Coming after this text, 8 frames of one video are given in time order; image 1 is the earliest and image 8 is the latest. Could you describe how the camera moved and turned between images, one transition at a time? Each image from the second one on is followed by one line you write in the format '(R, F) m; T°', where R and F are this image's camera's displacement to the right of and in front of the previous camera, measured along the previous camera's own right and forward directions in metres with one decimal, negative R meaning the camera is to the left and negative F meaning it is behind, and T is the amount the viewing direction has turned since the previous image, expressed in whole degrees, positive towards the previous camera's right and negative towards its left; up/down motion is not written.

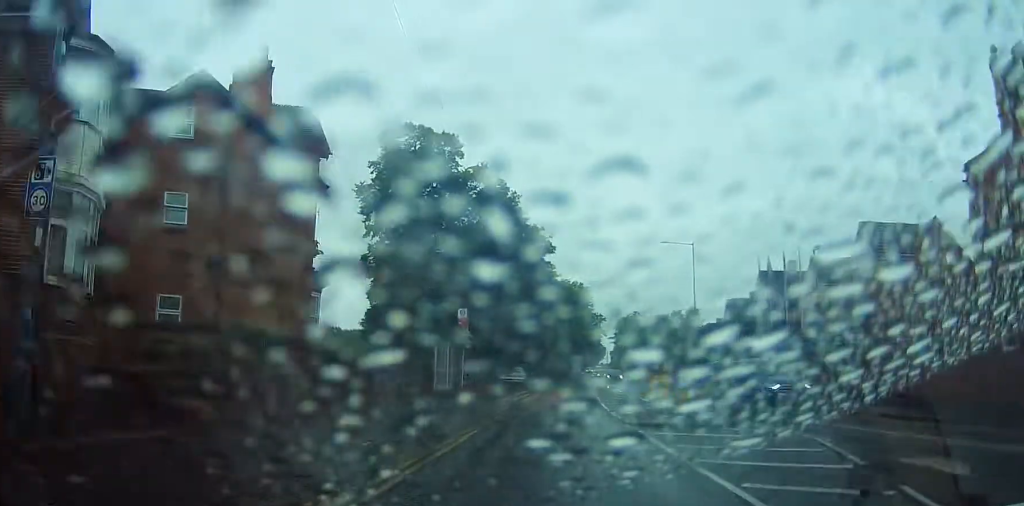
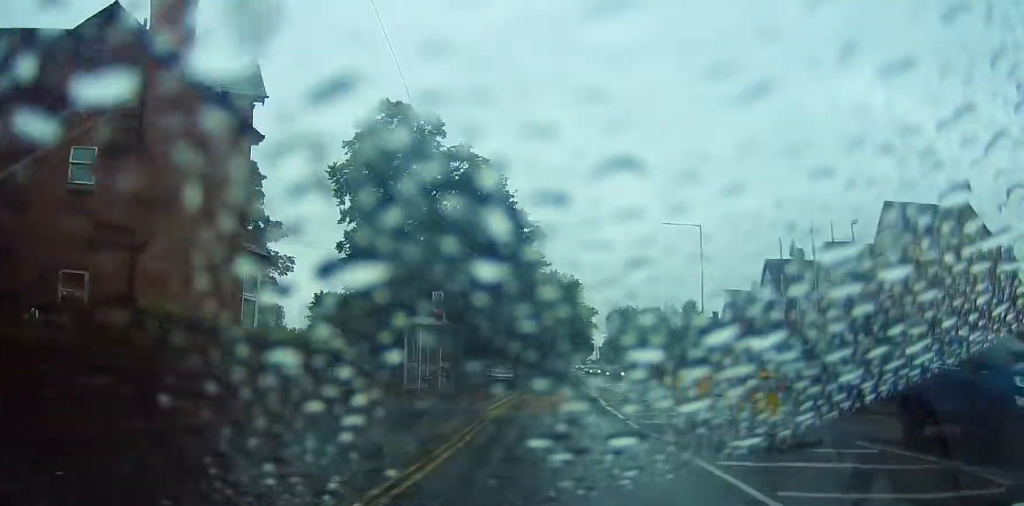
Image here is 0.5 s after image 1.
(+0.2, +5.1) m; +1°
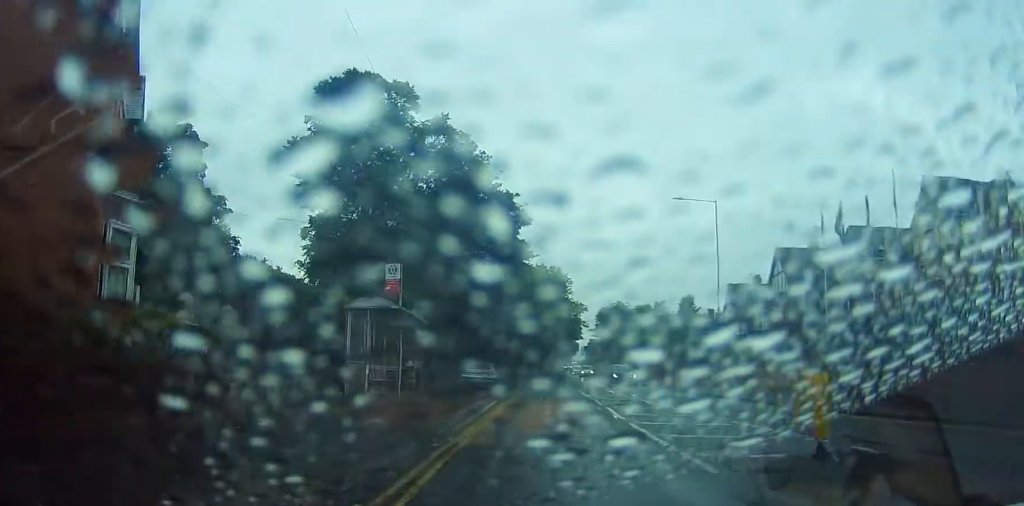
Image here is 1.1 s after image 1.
(+0.1, +6.6) m; +1°
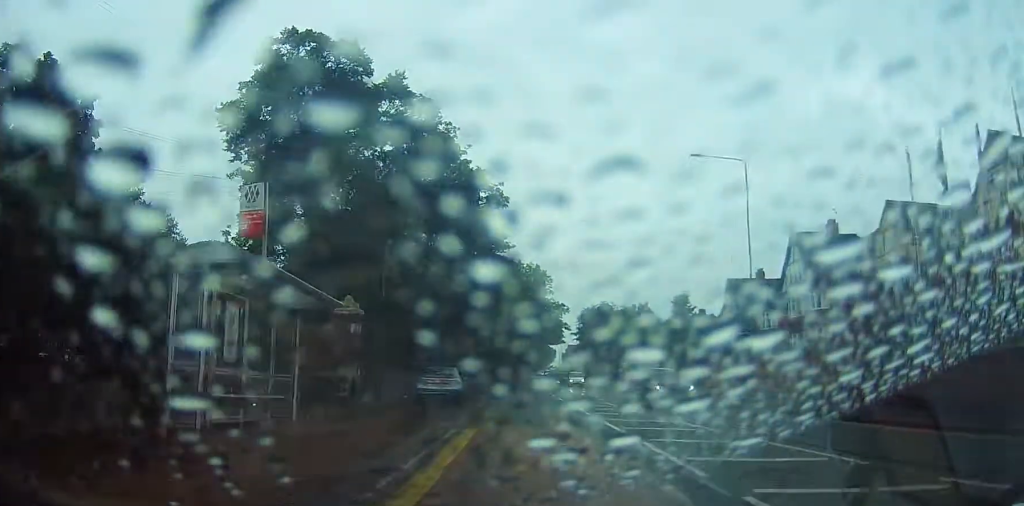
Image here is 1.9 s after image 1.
(-0.2, +8.7) m; +1°
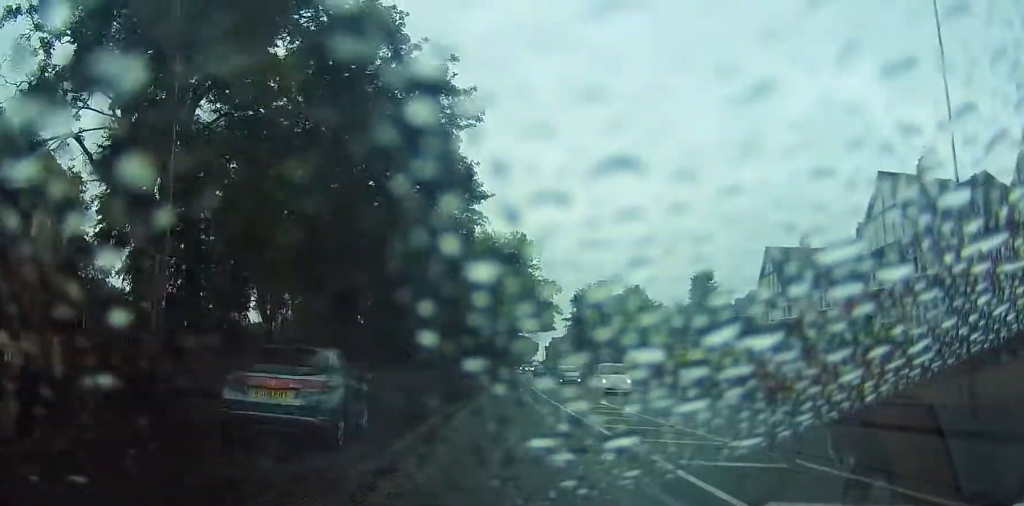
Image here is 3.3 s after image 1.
(+0.6, +15.7) m; +2°
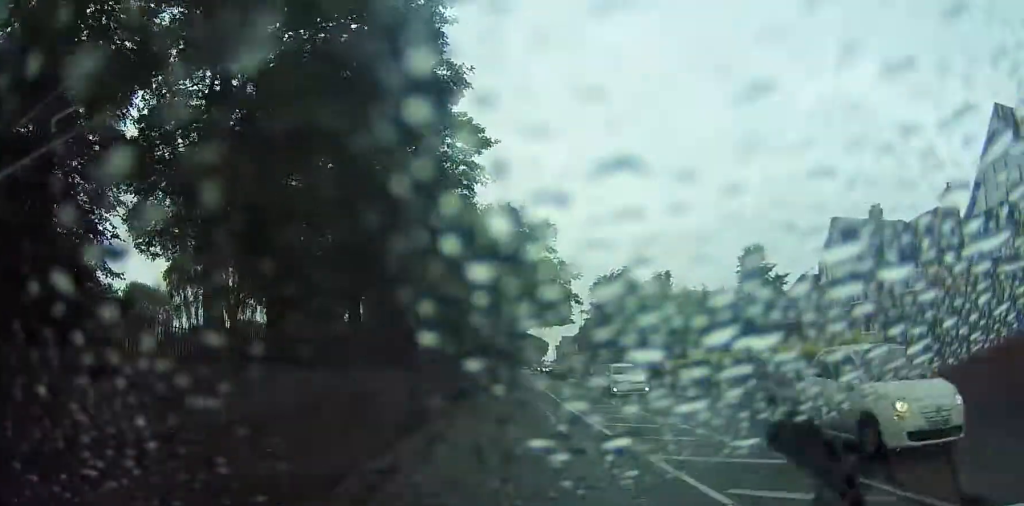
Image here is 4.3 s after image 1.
(-0.1, +11.0) m; -1°
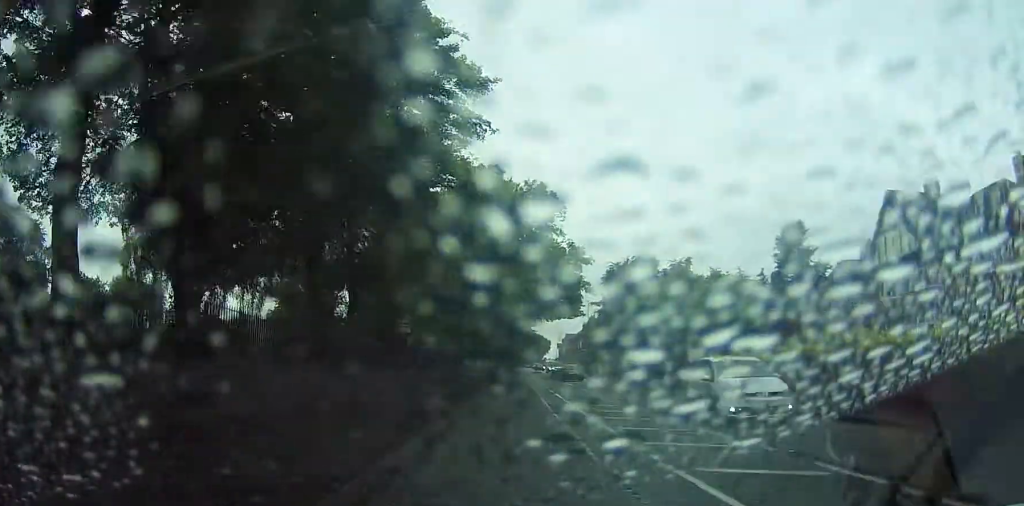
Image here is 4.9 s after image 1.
(+0.1, +7.2) m; -1°
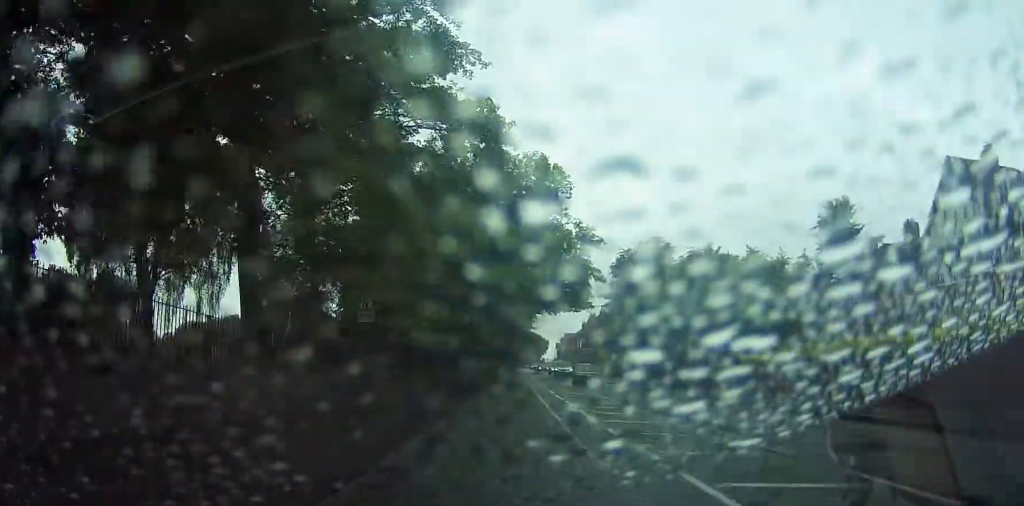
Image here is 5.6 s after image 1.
(-0.3, +6.8) m; 0°
